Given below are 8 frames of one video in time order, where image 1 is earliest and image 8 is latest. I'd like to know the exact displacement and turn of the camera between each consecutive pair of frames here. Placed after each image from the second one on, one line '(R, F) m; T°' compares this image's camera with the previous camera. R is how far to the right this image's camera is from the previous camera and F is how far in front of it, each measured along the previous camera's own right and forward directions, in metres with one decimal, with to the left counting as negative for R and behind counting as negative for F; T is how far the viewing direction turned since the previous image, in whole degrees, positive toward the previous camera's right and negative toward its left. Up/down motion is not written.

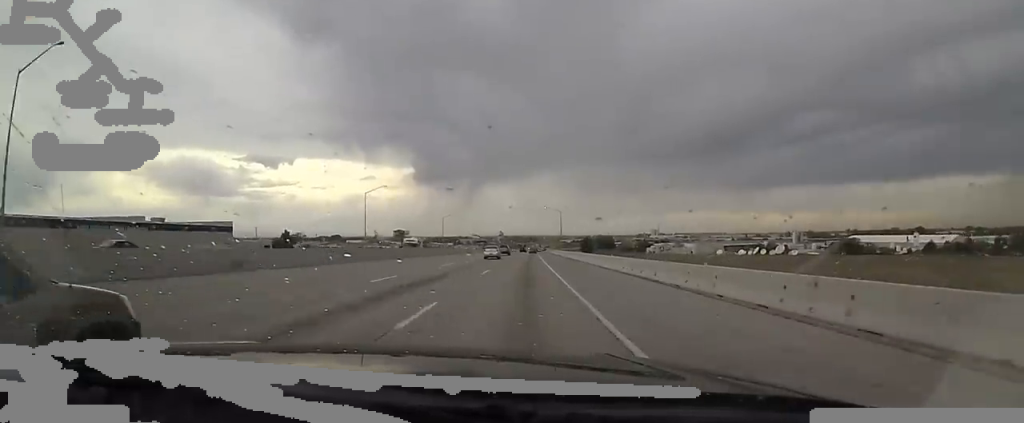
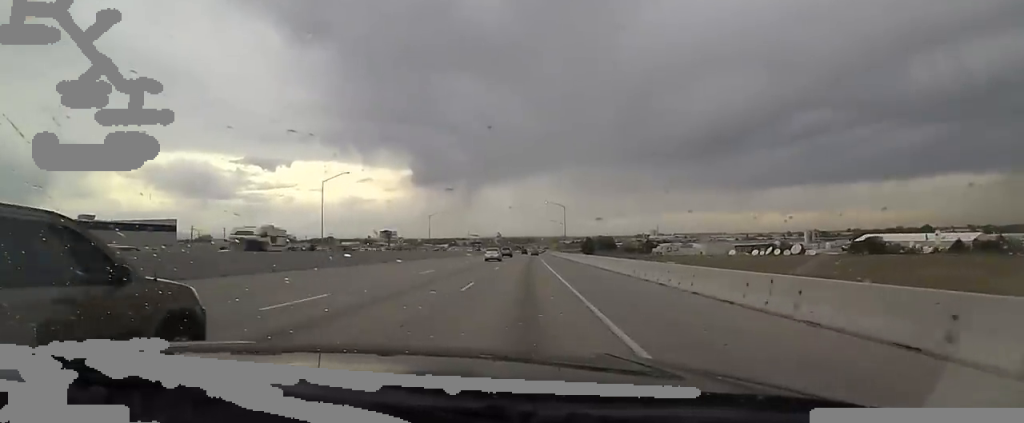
(-0.4, +22.5) m; 0°
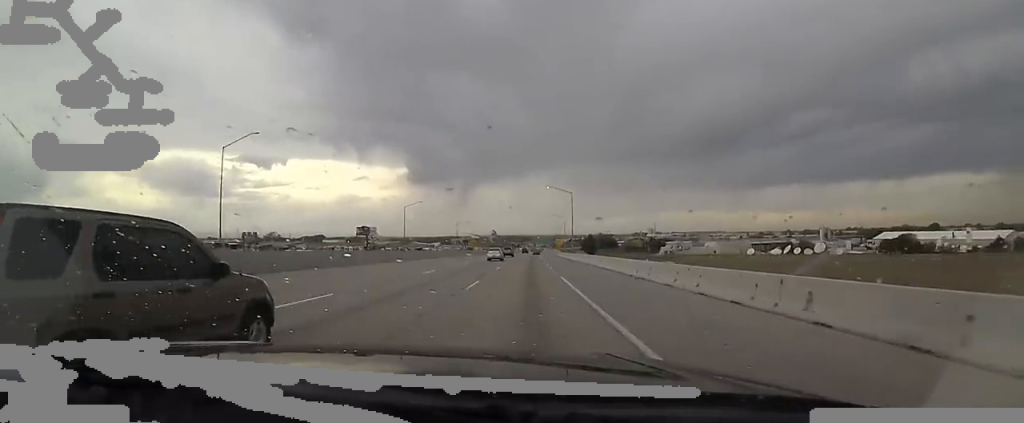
(+0.2, +30.1) m; 0°
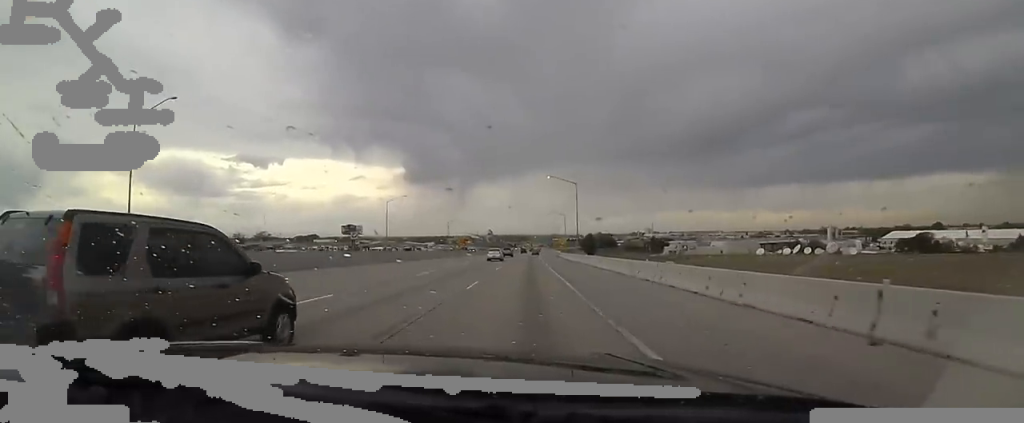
(+0.3, +15.1) m; 0°
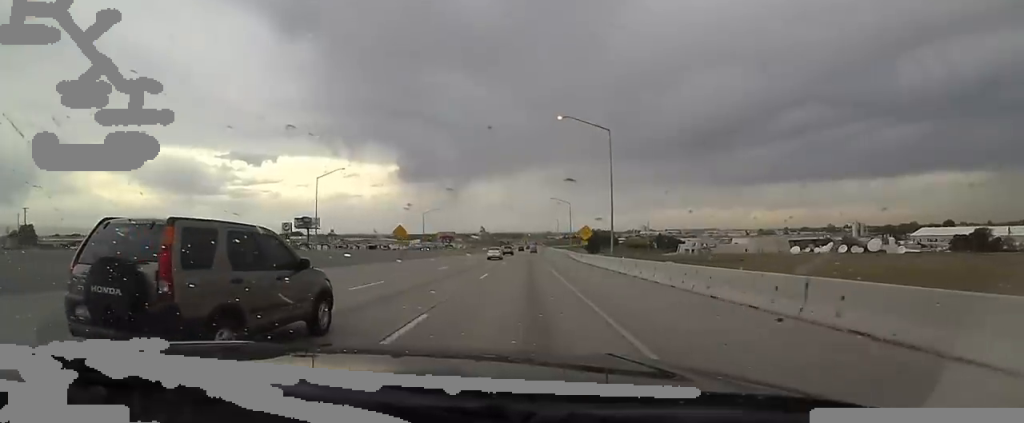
(-0.4, +39.9) m; +2°
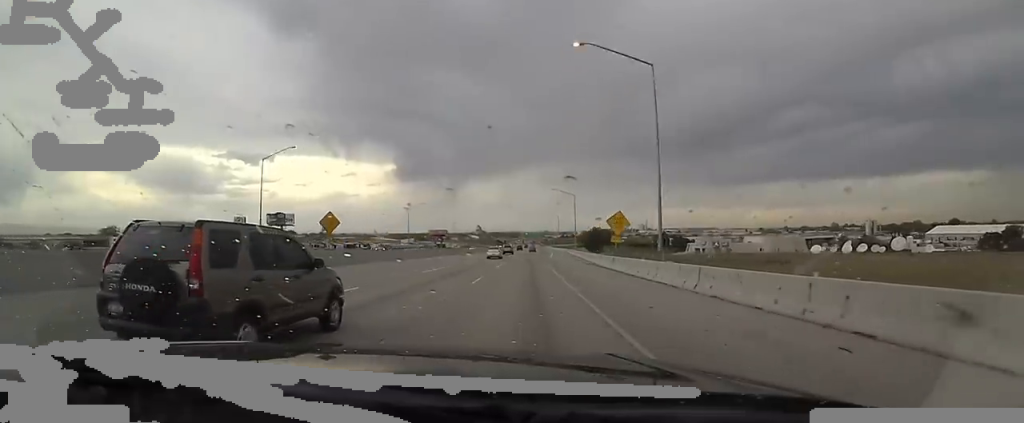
(+0.4, +18.1) m; +1°
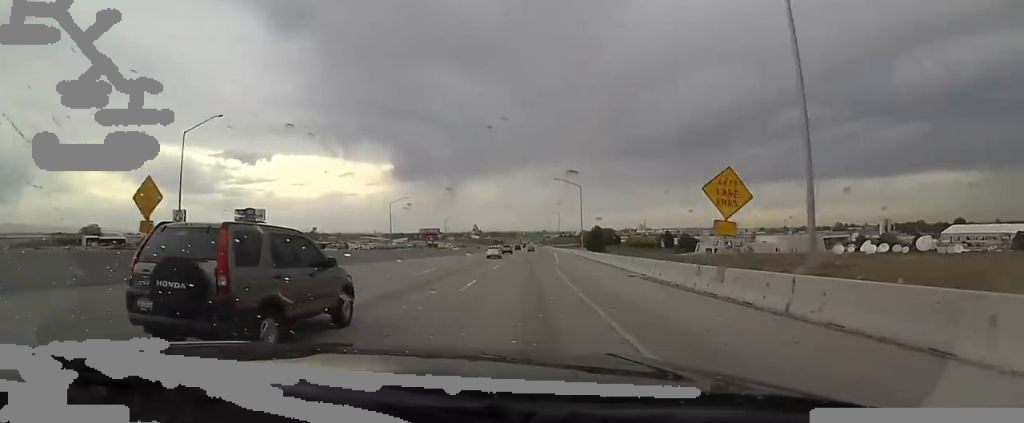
(+0.1, +17.2) m; 0°
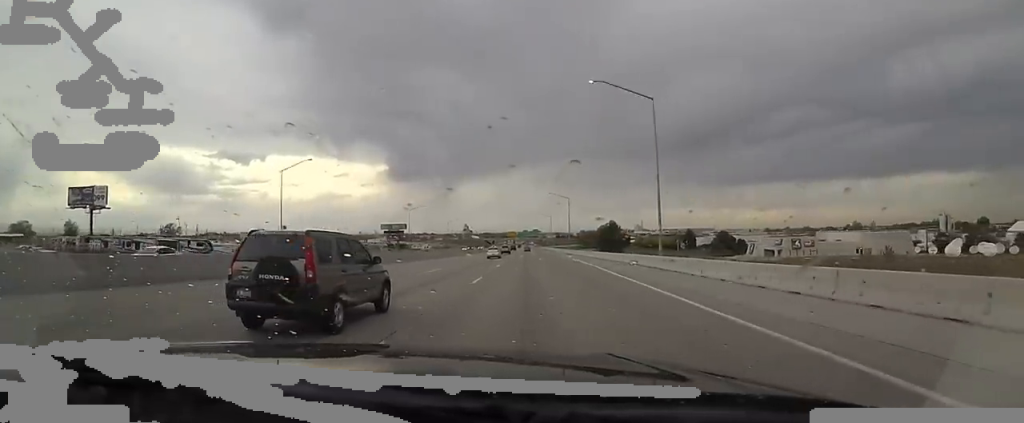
(-0.1, +59.2) m; +2°
